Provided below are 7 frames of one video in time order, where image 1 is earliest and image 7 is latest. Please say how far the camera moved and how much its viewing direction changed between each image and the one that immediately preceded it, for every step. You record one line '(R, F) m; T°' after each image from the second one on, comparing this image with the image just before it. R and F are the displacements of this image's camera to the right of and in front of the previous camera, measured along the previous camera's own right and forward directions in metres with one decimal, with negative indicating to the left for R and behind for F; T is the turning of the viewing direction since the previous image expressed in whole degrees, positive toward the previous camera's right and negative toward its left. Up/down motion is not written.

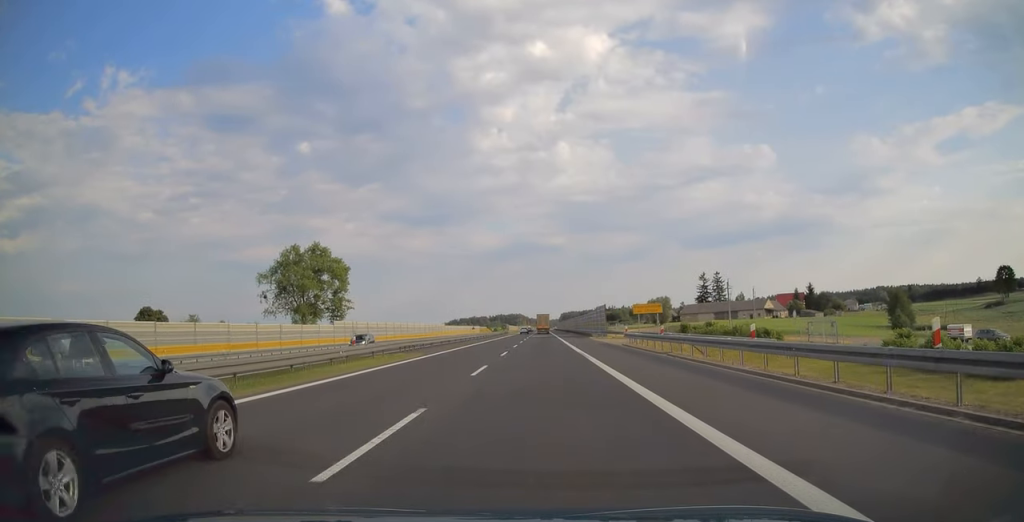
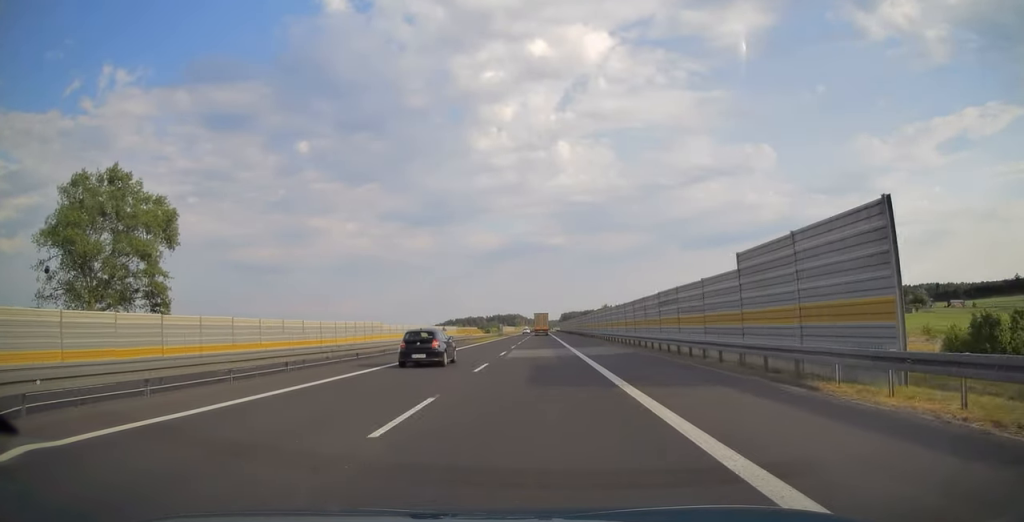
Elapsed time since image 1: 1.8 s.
(0.0, +57.8) m; 0°
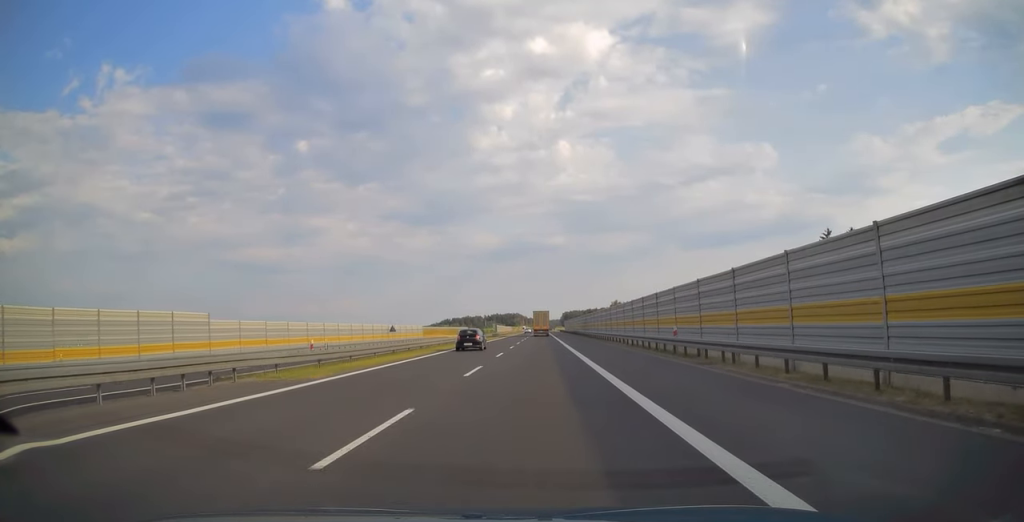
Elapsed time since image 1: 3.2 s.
(0.0, +49.5) m; 0°
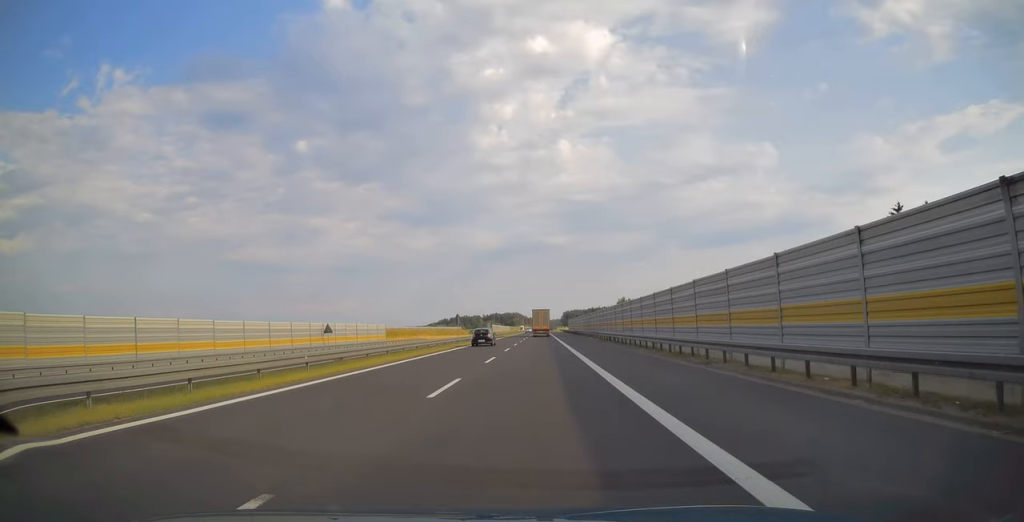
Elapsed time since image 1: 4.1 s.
(+0.1, +29.2) m; 0°
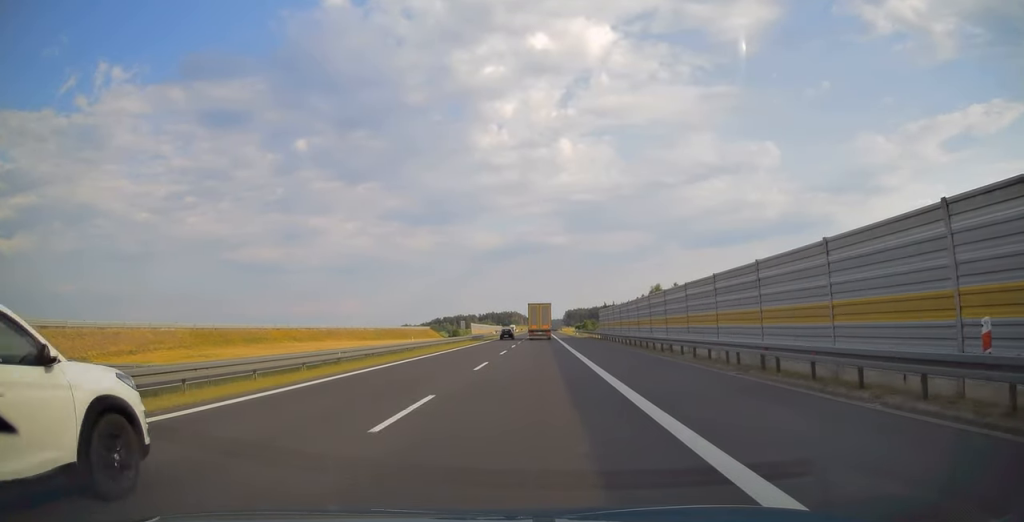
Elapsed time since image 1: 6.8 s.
(-0.3, +88.0) m; 0°
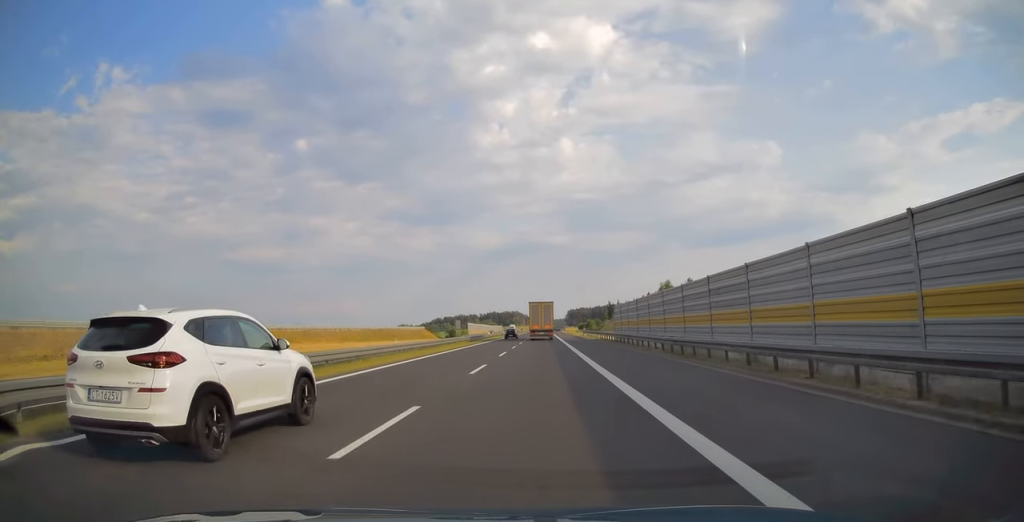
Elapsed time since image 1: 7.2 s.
(0.0, +13.8) m; 0°
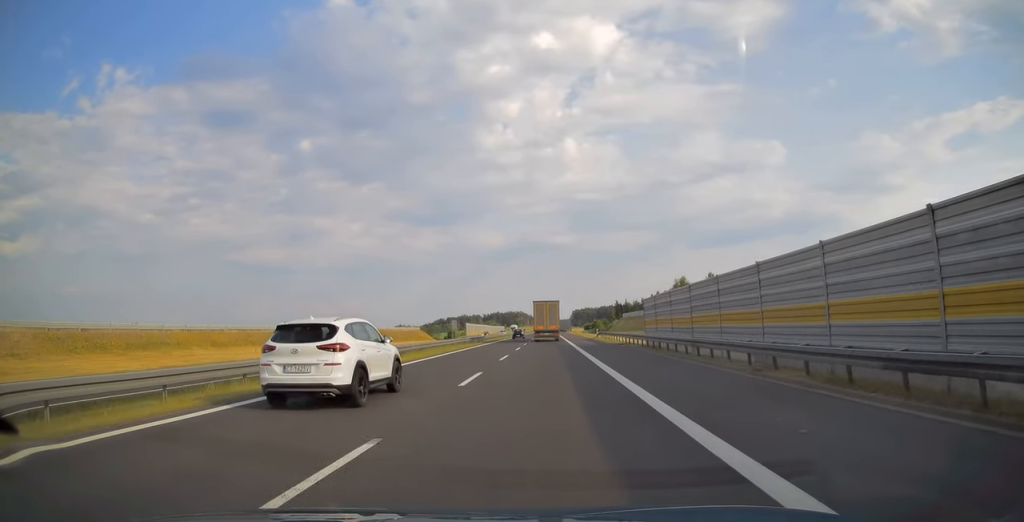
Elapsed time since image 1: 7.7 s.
(0.0, +15.4) m; 0°
